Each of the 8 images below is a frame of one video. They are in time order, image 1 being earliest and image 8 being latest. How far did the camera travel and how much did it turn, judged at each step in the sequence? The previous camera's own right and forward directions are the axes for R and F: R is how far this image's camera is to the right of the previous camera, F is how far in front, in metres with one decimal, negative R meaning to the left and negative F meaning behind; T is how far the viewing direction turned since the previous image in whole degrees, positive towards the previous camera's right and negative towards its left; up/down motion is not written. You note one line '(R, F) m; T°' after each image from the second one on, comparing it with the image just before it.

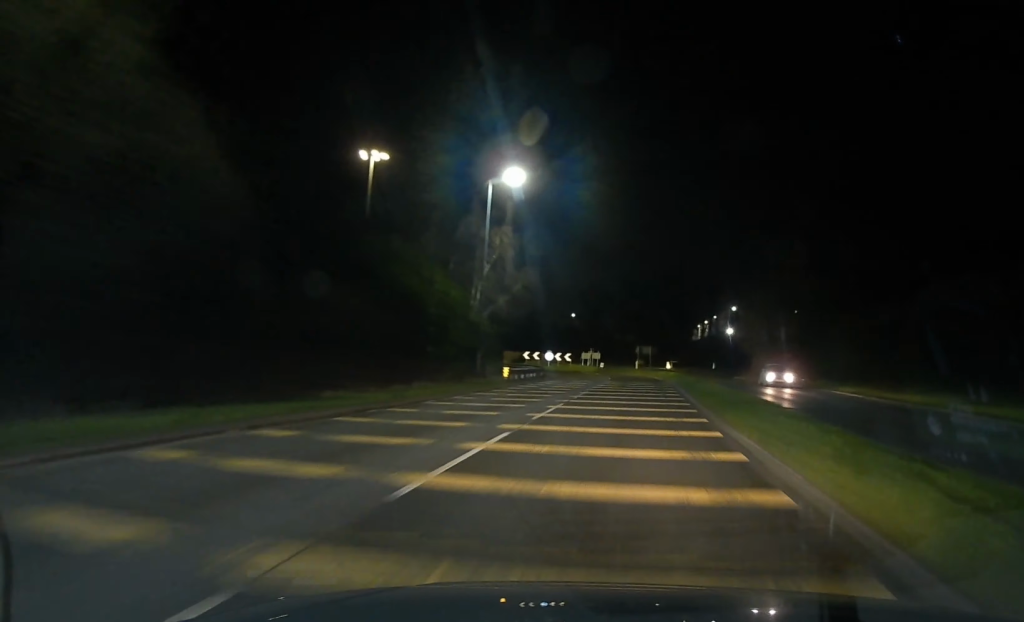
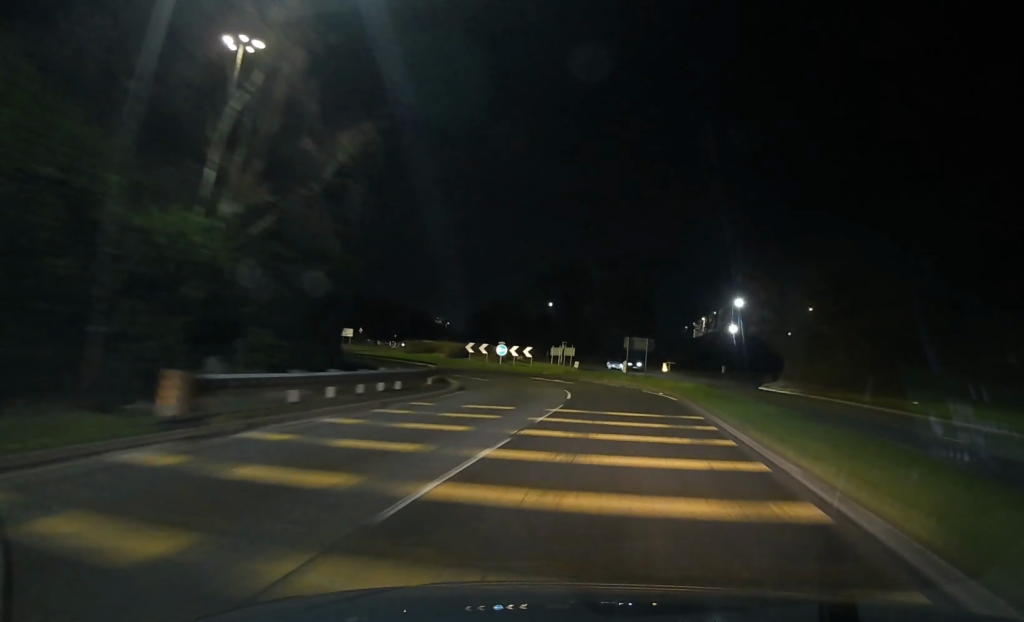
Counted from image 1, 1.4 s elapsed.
(+0.2, +27.4) m; +1°
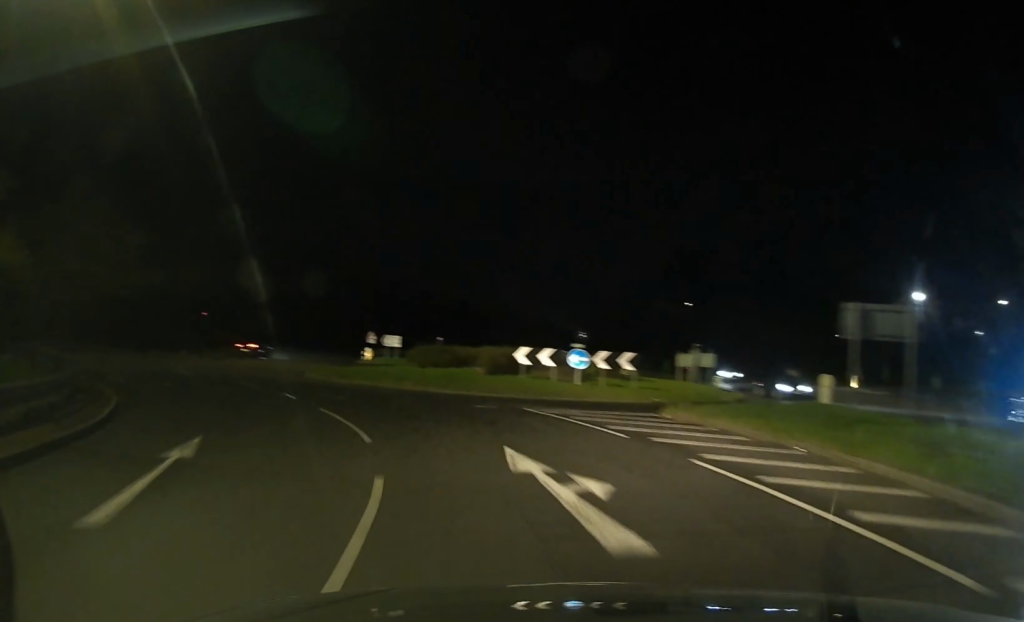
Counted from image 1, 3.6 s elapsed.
(-0.4, +31.9) m; -8°
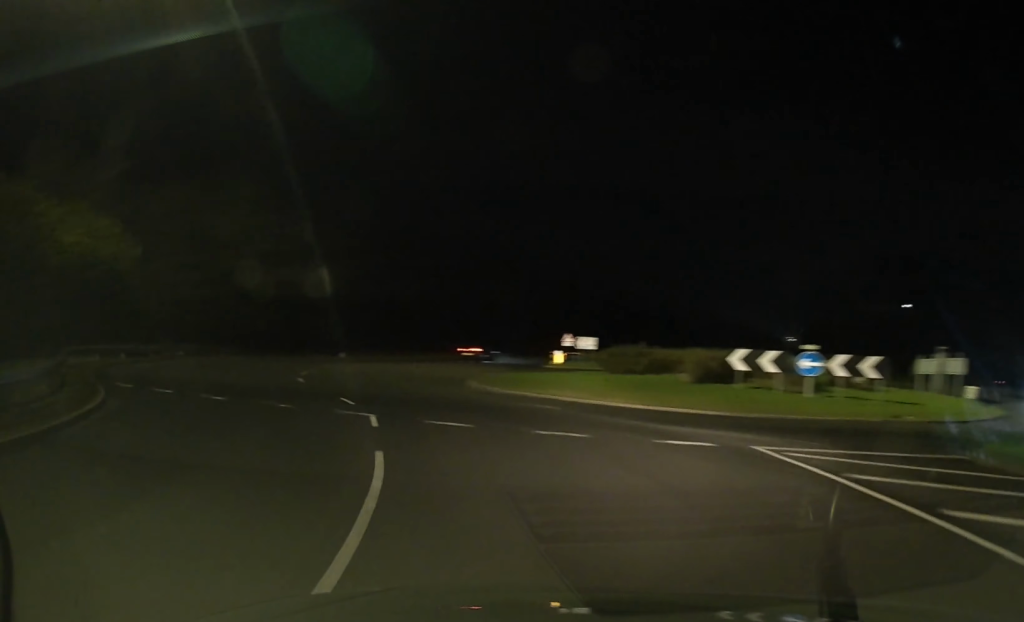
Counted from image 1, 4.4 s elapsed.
(-1.1, +8.5) m; -14°
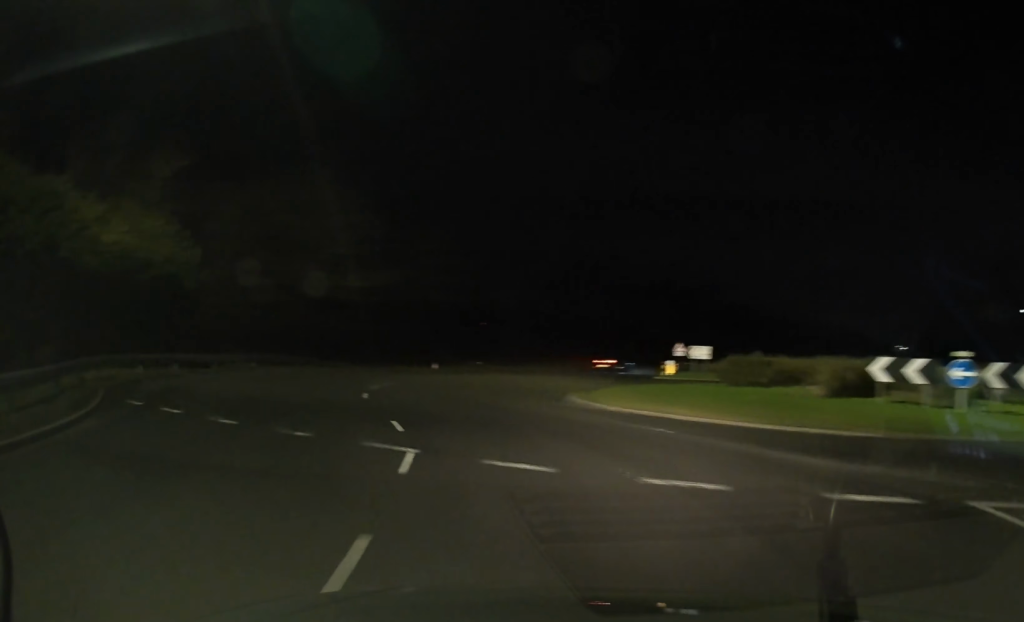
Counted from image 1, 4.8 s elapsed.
(+0.2, +4.8) m; -9°
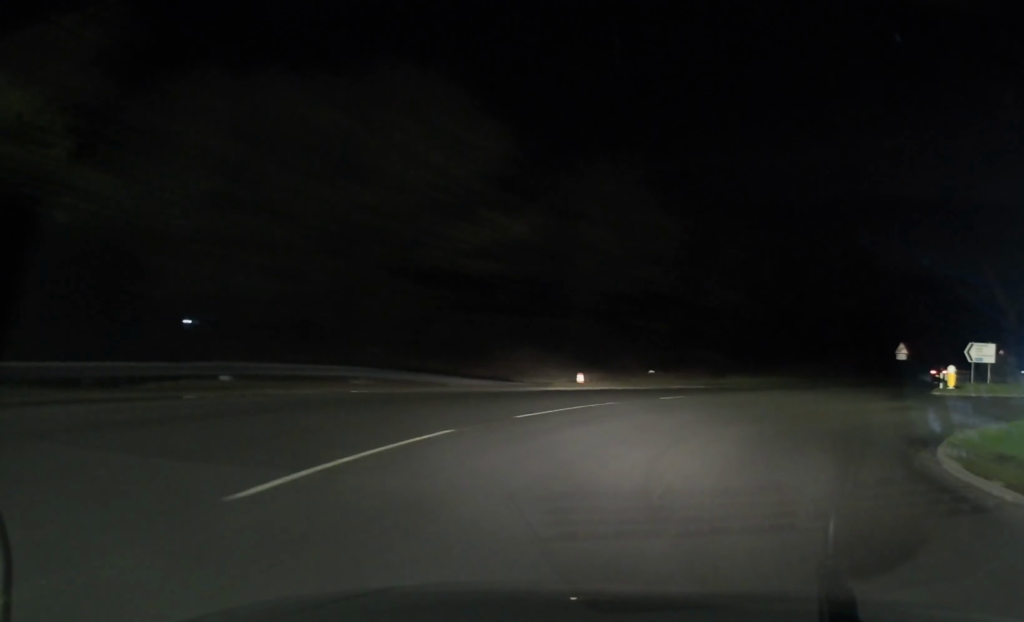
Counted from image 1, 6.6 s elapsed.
(-4.2, +20.1) m; -10°
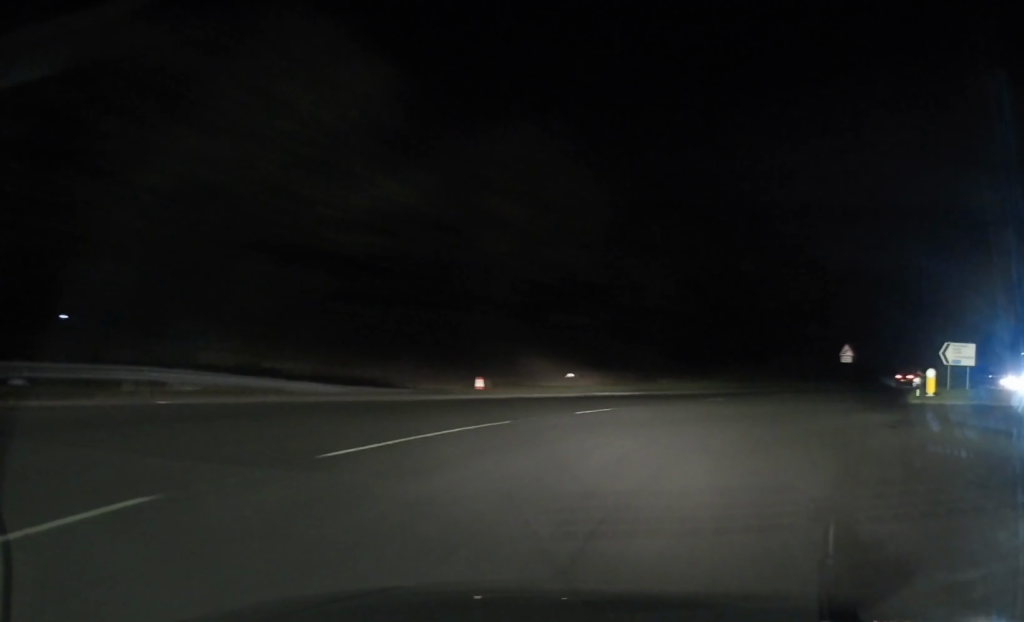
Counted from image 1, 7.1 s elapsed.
(+0.1, +6.1) m; +3°
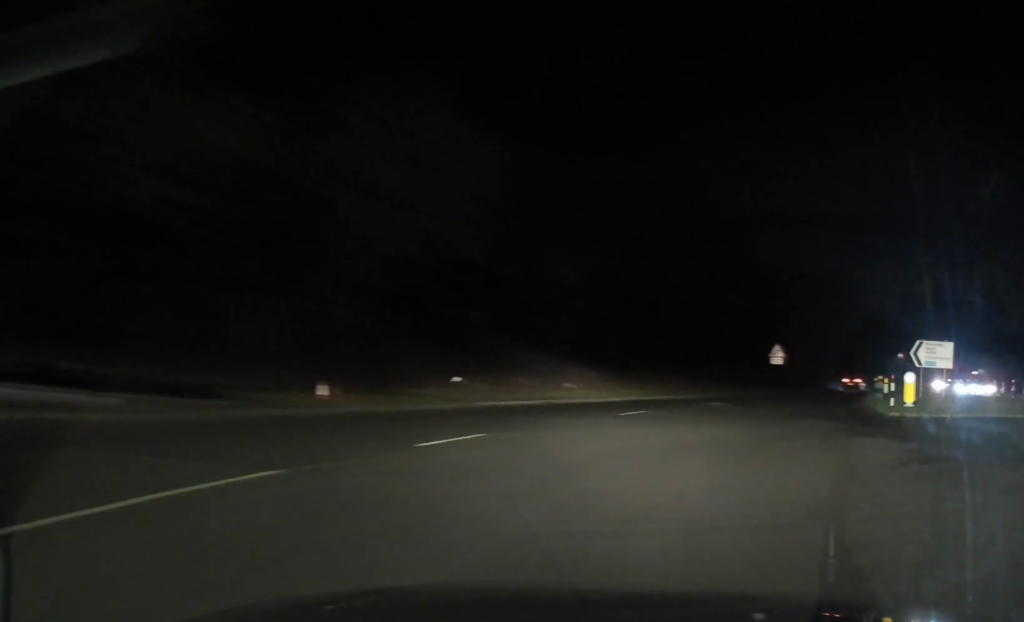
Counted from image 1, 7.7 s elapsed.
(-0.1, +6.2) m; +3°
